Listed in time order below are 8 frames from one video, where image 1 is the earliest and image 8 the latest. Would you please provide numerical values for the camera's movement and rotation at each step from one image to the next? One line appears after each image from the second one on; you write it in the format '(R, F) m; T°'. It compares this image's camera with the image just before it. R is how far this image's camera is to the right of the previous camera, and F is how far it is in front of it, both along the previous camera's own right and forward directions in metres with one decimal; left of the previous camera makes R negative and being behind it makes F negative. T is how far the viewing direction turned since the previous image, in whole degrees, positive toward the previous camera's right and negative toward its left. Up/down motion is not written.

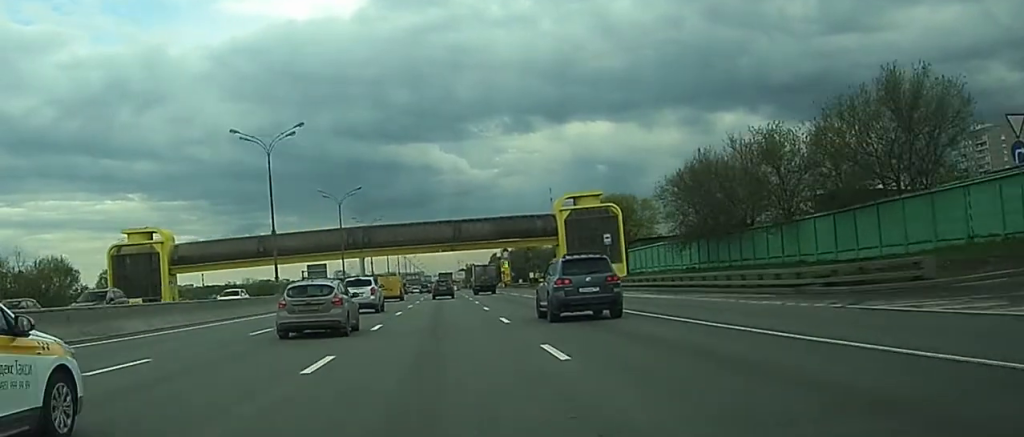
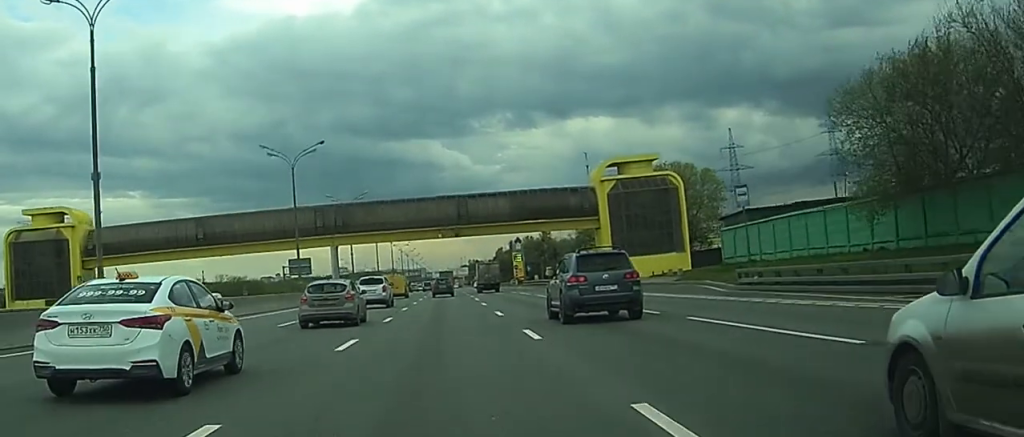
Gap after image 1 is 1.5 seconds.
(-0.1, +33.6) m; 0°
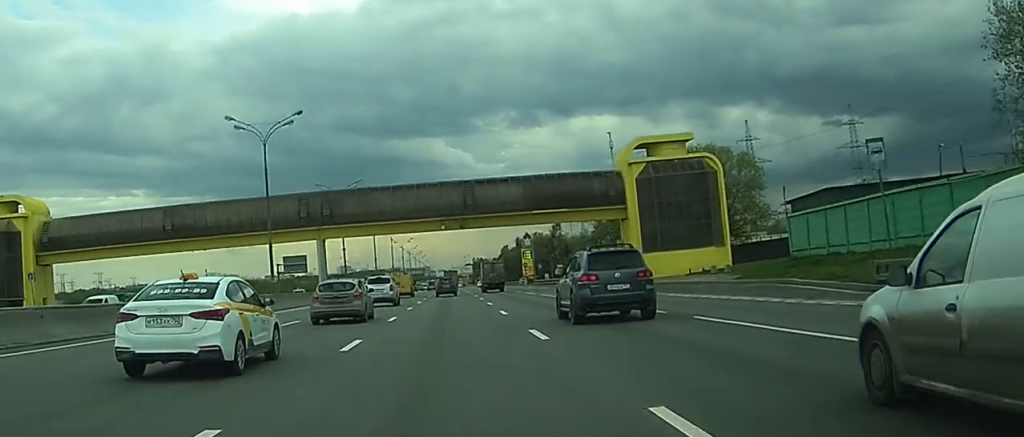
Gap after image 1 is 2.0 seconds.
(0.0, +12.9) m; 0°
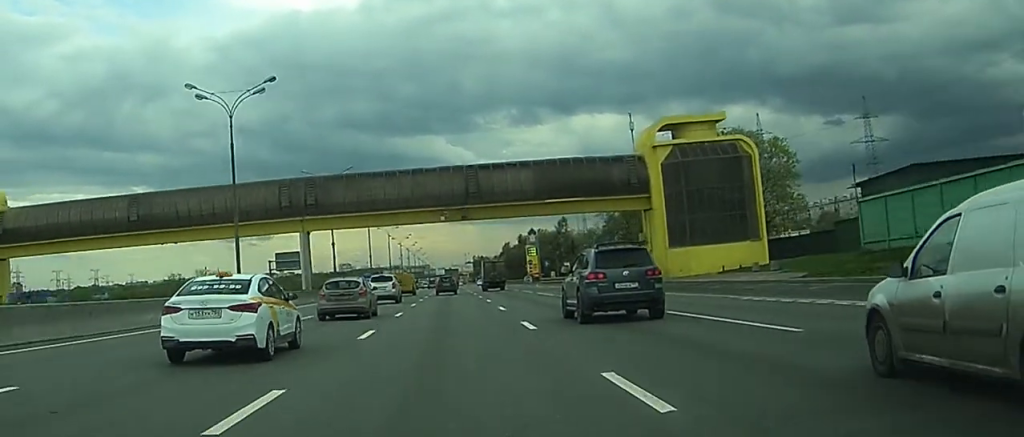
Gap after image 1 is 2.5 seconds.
(0.0, +9.7) m; 0°
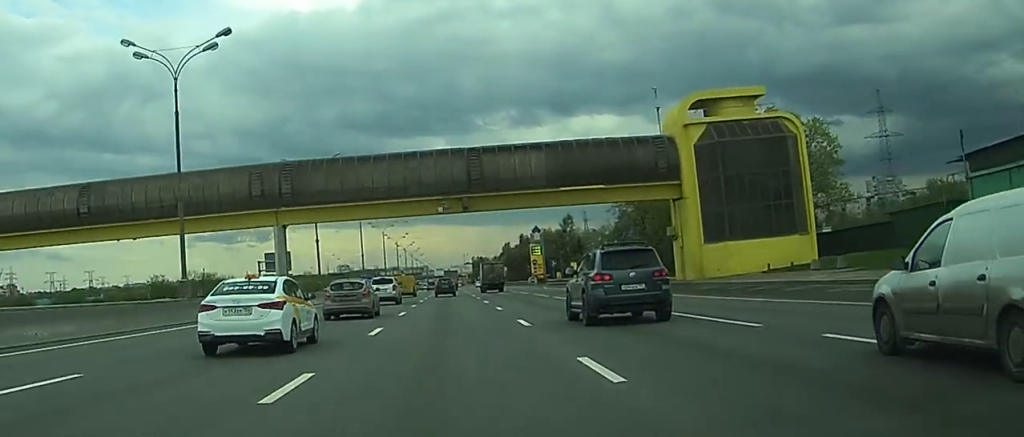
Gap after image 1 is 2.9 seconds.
(0.0, +10.5) m; 0°
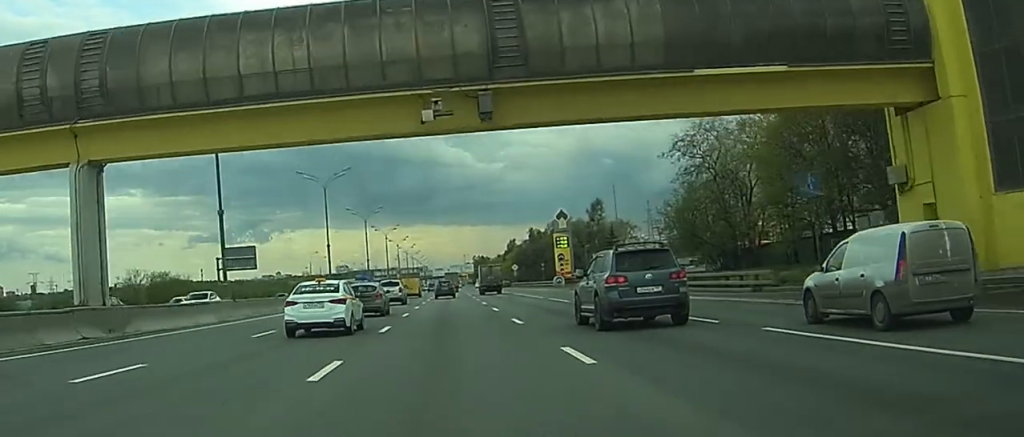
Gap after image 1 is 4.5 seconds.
(-0.5, +34.5) m; -2°
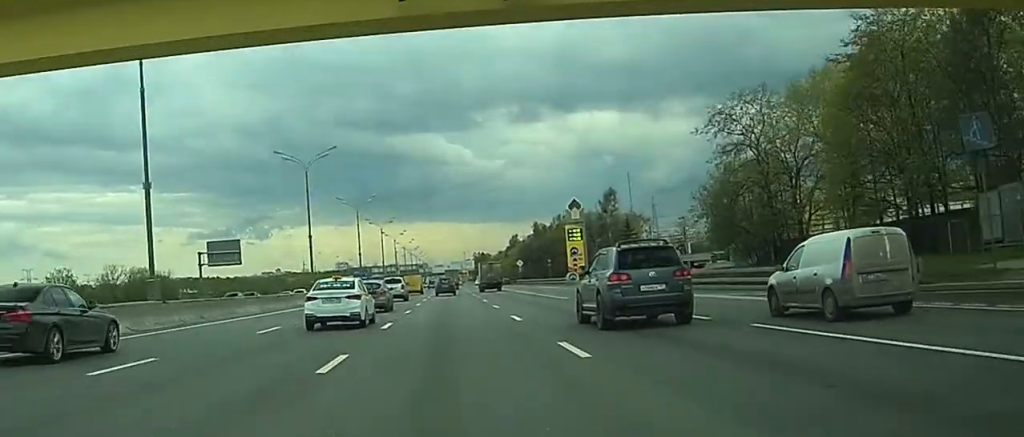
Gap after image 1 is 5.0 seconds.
(-0.1, +11.5) m; 0°
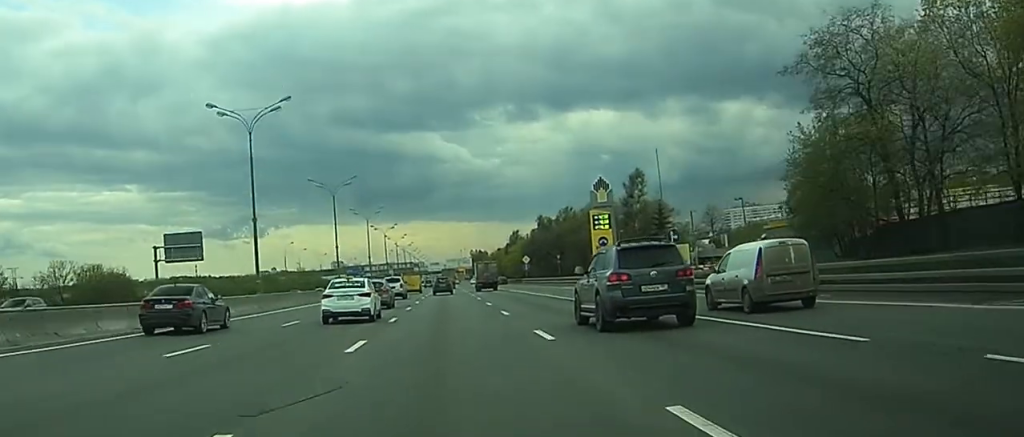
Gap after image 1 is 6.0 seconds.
(0.0, +19.9) m; 0°
